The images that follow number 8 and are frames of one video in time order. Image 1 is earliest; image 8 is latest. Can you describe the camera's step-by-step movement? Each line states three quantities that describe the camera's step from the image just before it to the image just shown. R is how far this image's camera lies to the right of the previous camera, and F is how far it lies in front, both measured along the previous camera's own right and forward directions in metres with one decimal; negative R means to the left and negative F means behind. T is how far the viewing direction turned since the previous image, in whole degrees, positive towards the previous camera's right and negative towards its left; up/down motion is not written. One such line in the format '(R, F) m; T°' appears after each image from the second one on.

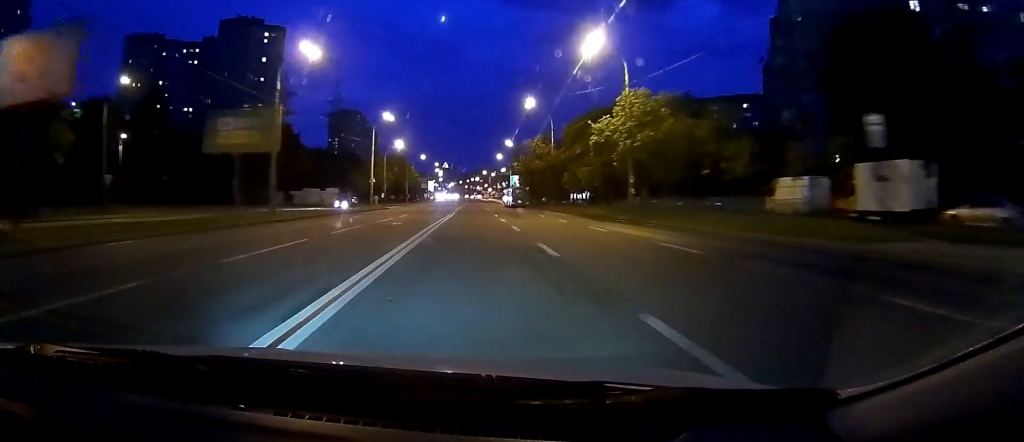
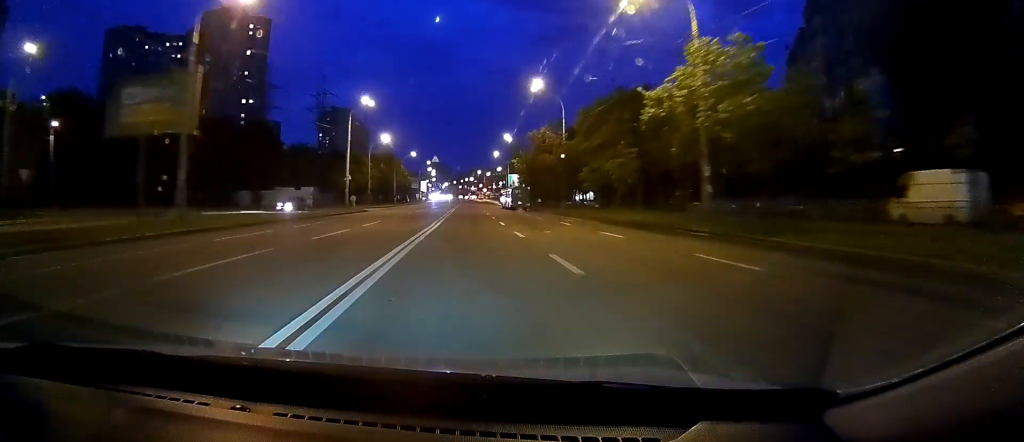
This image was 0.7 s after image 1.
(0.0, +11.7) m; 0°
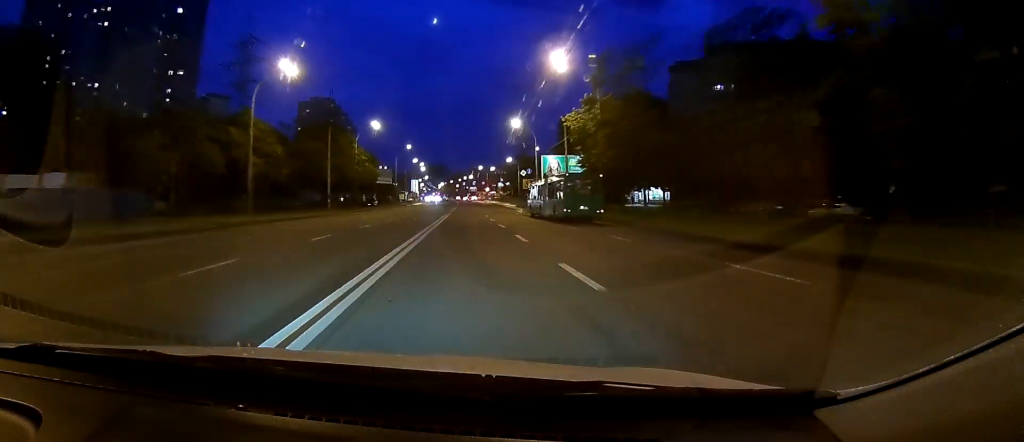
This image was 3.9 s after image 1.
(+0.5, +56.3) m; +2°
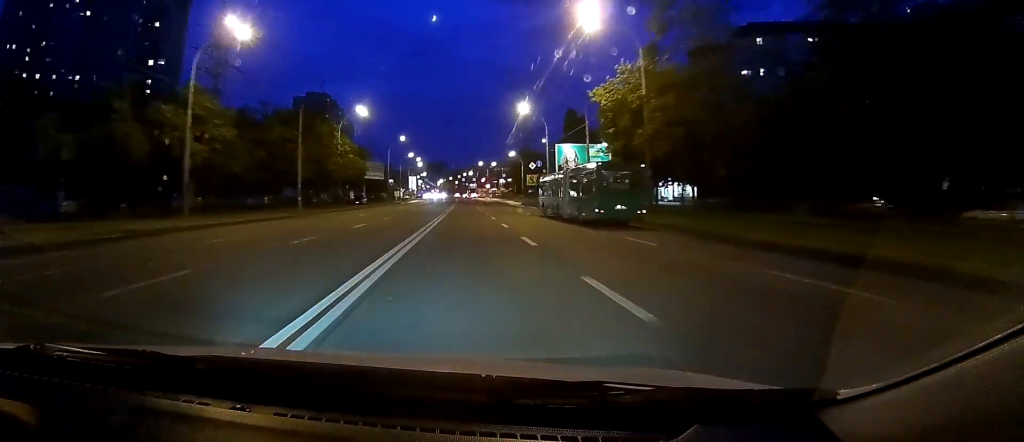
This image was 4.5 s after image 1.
(0.0, +11.1) m; 0°
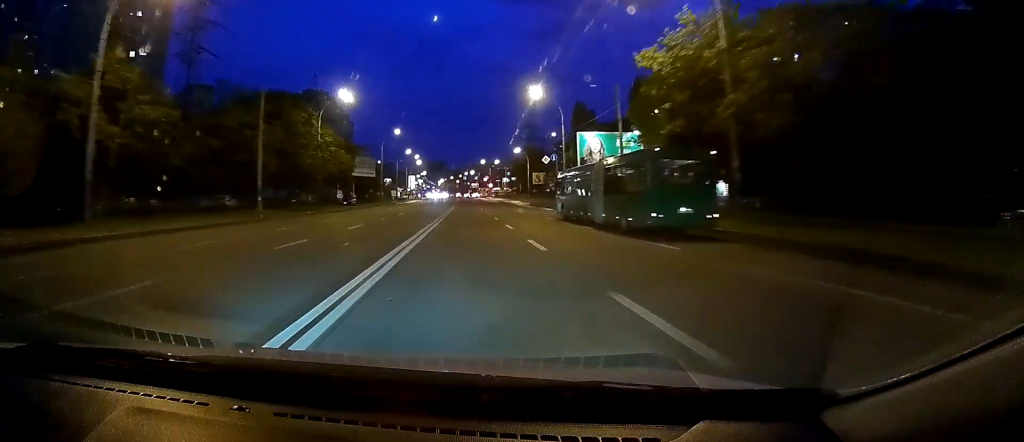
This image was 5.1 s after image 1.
(0.0, +10.5) m; 0°
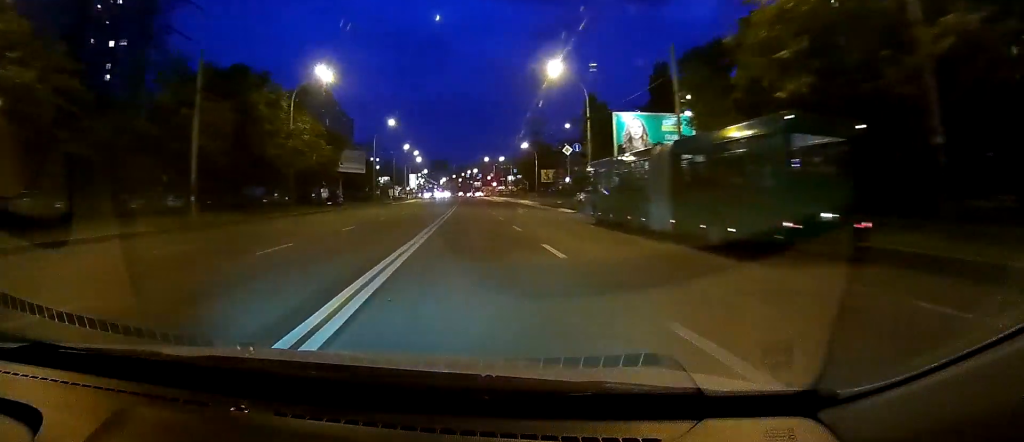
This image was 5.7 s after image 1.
(0.0, +11.0) m; -1°
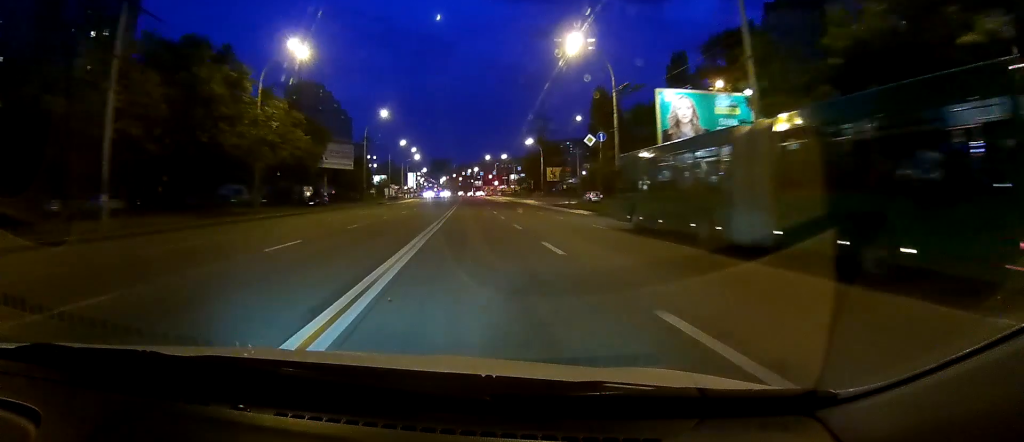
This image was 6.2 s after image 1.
(0.0, +8.5) m; -1°
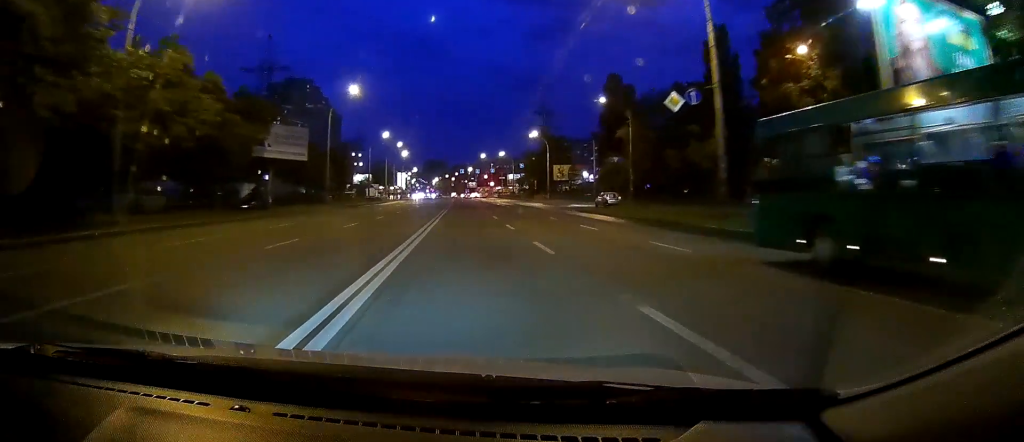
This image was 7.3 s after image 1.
(-0.4, +17.8) m; 0°
